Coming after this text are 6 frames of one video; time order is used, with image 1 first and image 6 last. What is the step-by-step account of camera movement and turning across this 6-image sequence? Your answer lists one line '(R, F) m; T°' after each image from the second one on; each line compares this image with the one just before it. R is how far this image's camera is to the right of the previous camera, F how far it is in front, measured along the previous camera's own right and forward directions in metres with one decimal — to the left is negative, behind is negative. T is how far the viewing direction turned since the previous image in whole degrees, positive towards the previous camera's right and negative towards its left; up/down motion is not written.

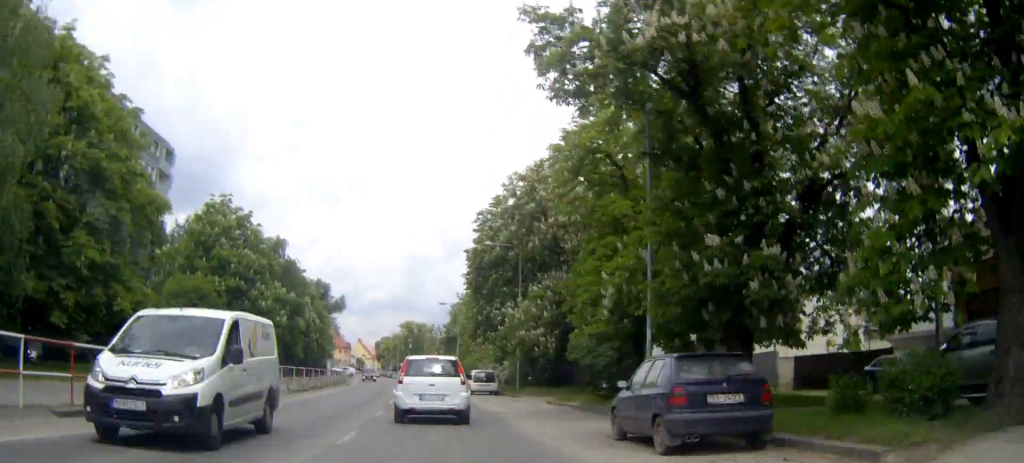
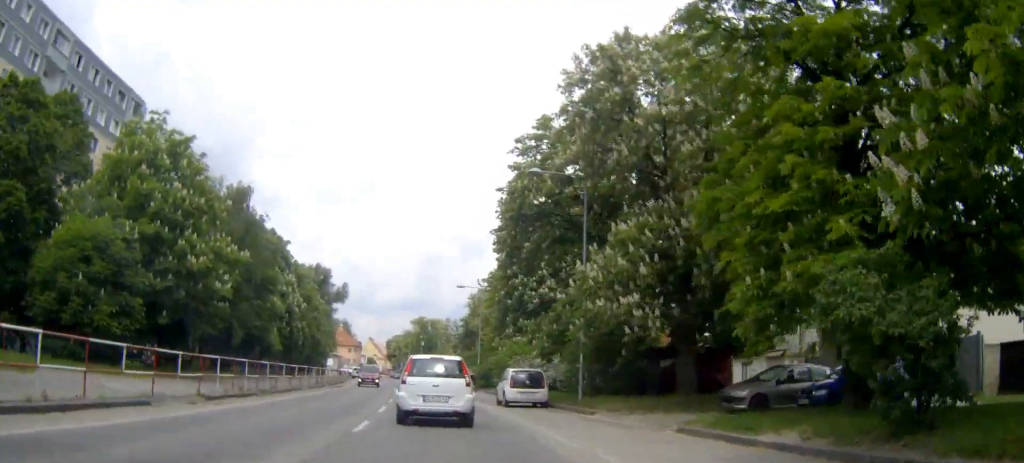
(-0.2, +15.4) m; -1°
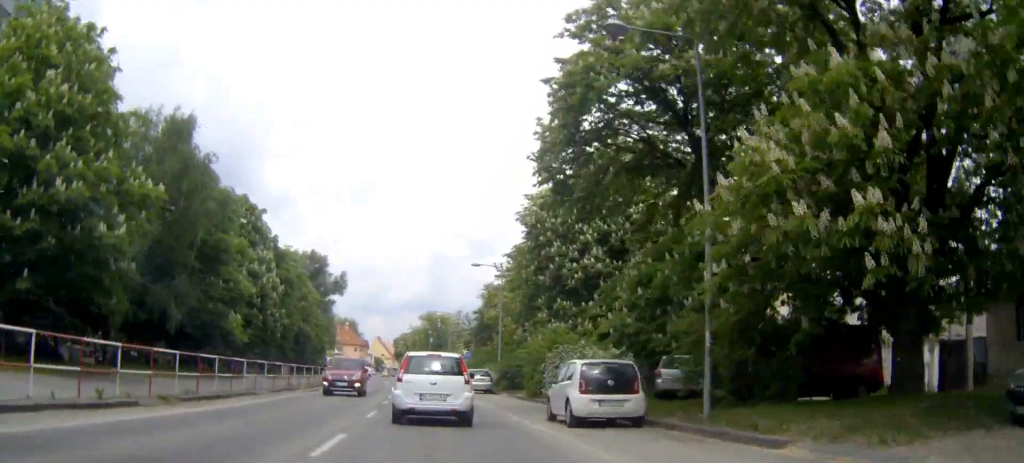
(-0.1, +12.0) m; -1°
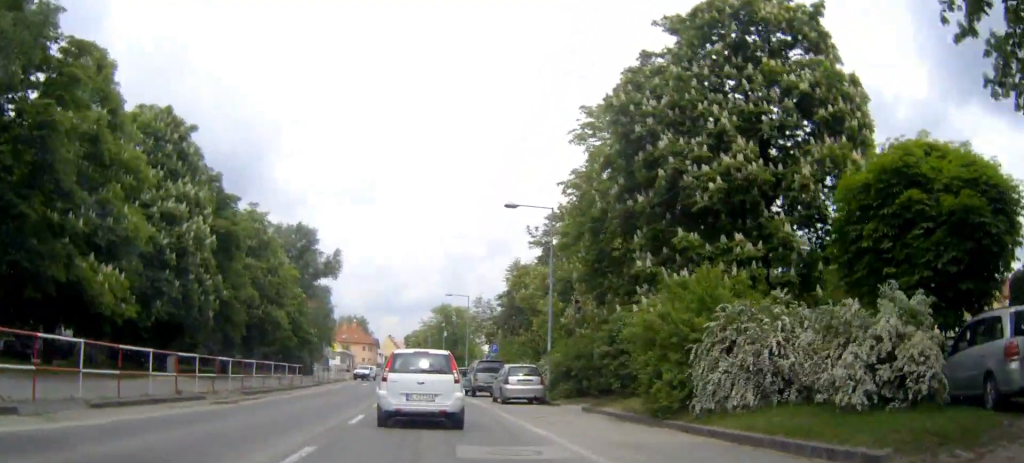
(-0.3, +17.2) m; -2°
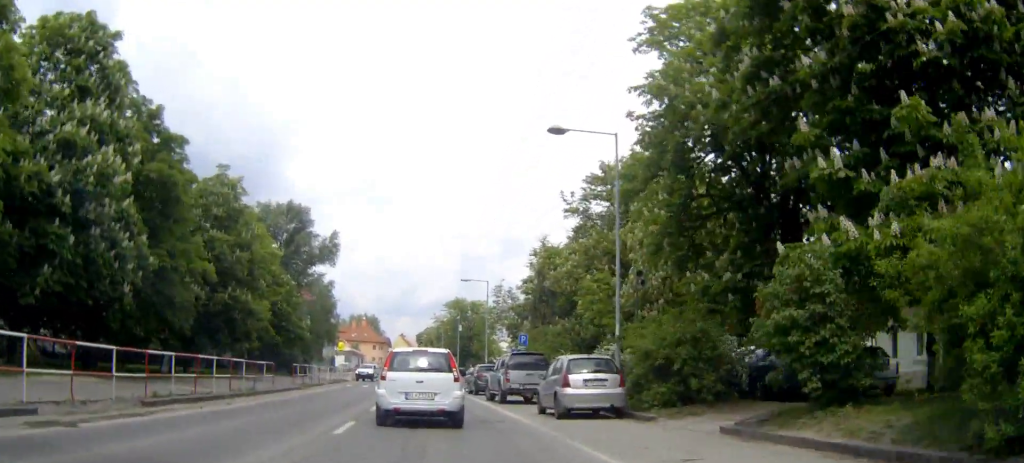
(-0.2, +10.4) m; -1°
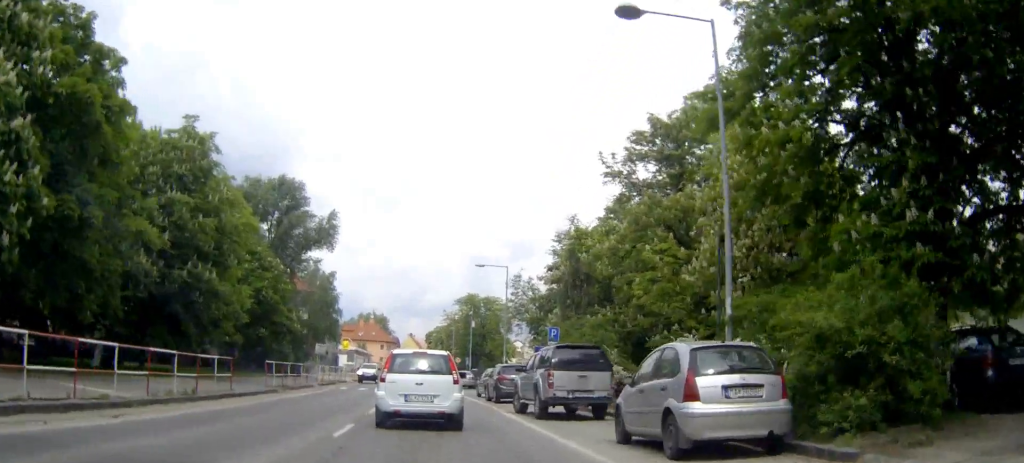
(-0.1, +8.0) m; 0°
